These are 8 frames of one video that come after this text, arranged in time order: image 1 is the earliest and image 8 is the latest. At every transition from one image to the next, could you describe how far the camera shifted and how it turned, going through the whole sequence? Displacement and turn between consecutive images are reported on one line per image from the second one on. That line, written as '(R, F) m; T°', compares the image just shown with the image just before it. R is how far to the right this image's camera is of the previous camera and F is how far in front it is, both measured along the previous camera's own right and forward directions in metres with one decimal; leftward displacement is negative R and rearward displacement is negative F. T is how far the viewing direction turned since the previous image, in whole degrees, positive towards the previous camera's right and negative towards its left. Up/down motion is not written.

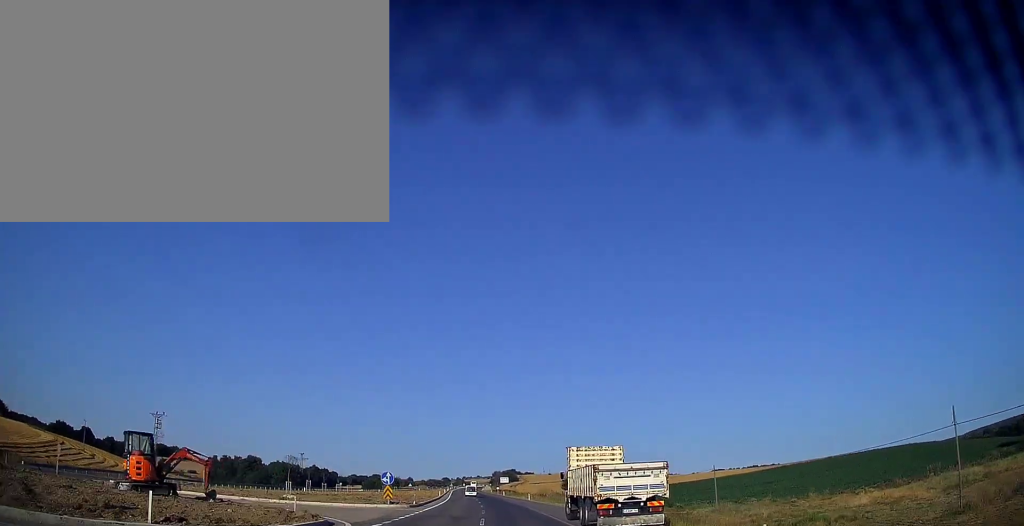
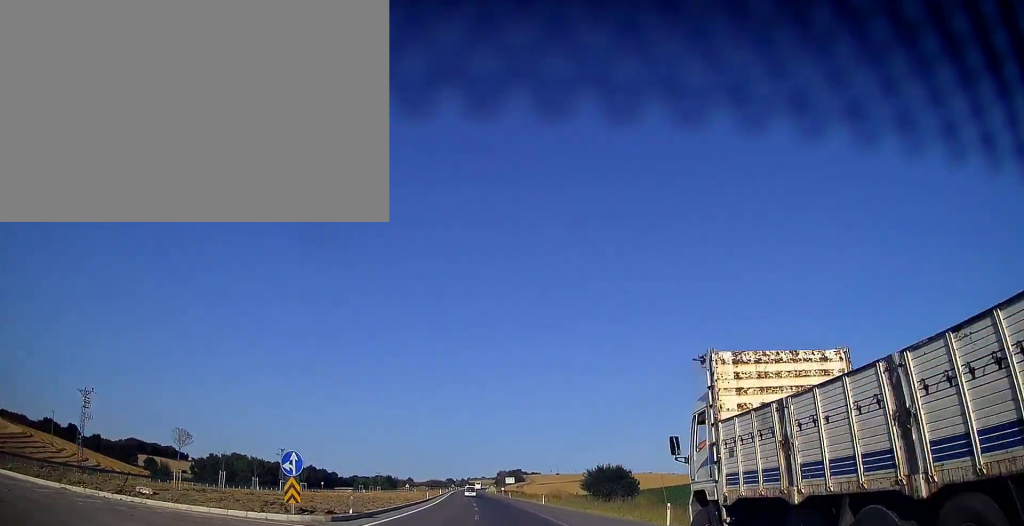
(-0.2, +18.5) m; -1°
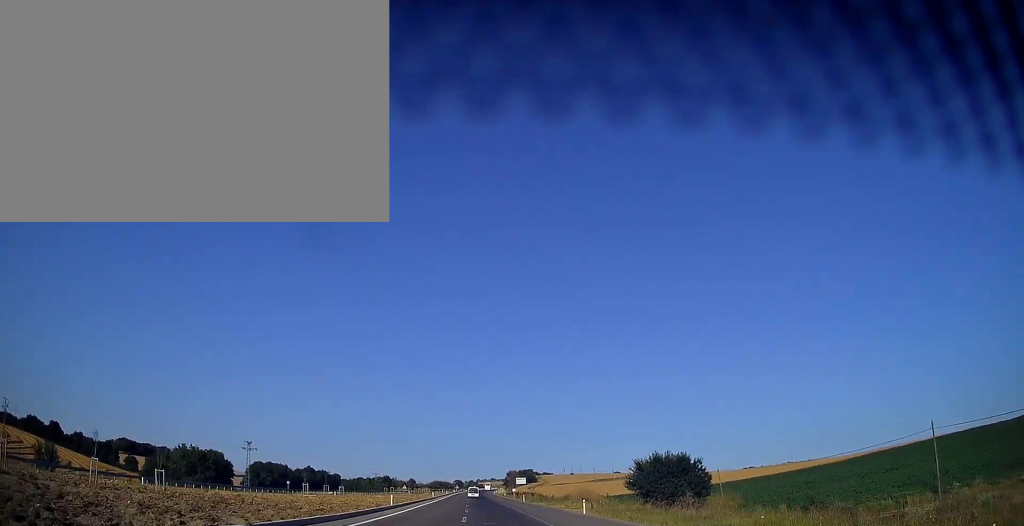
(-0.1, +27.3) m; -1°
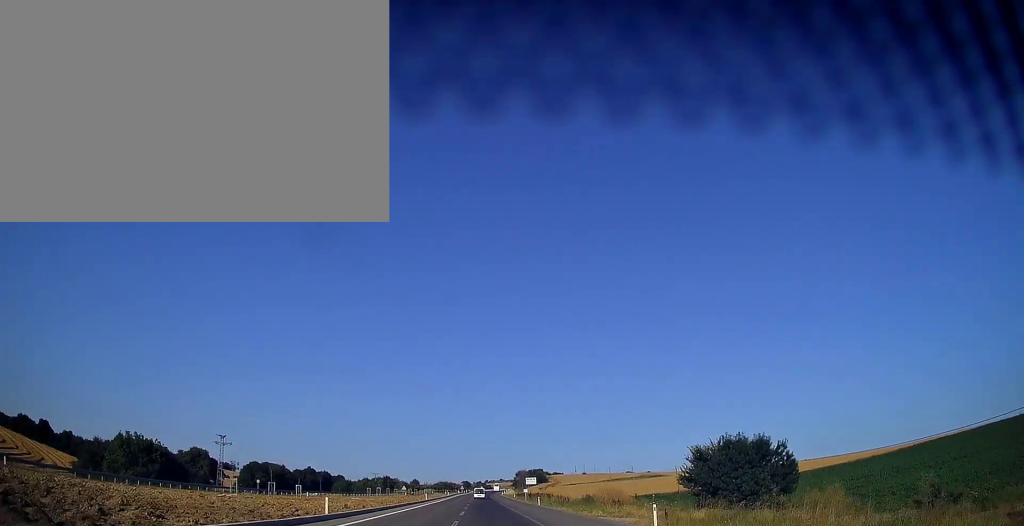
(-0.1, +15.6) m; -1°
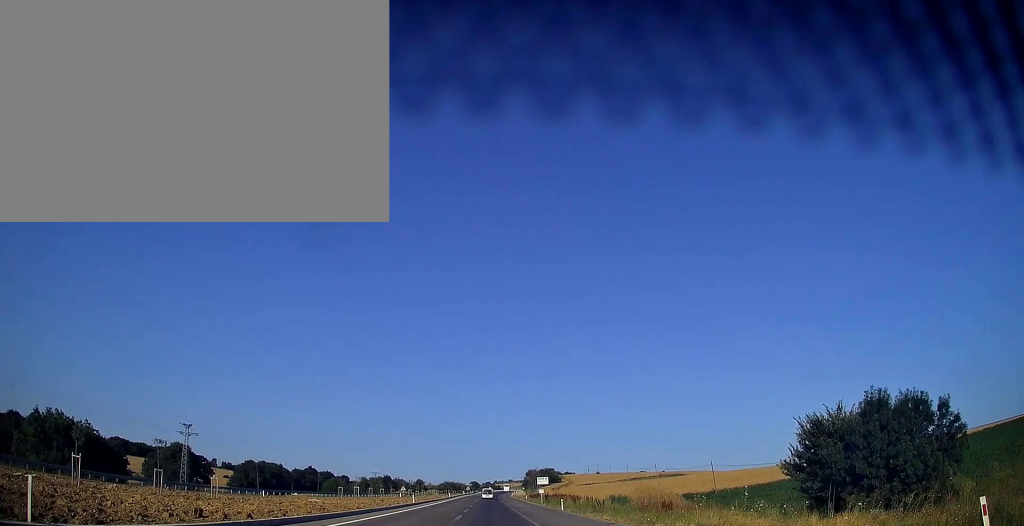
(-0.2, +17.6) m; -1°
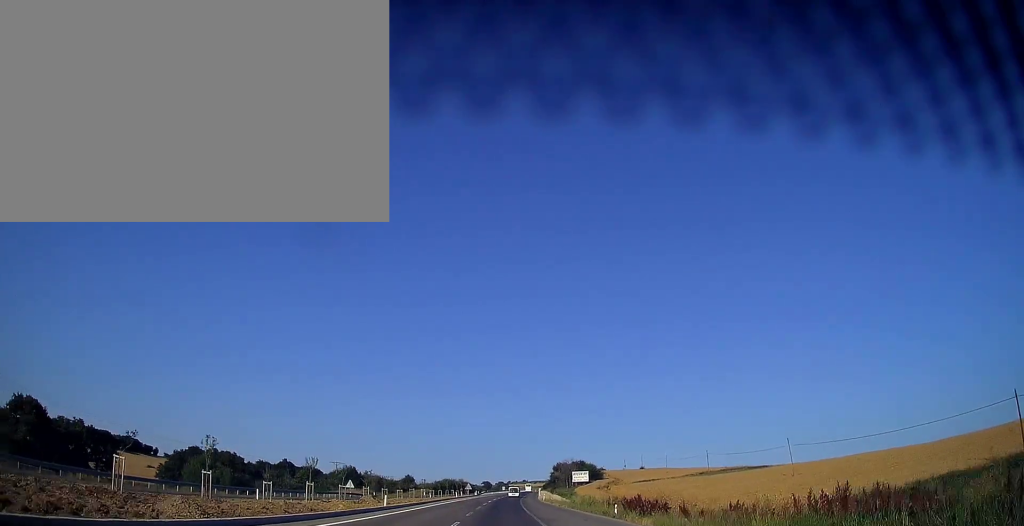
(-1.3, +68.4) m; -1°
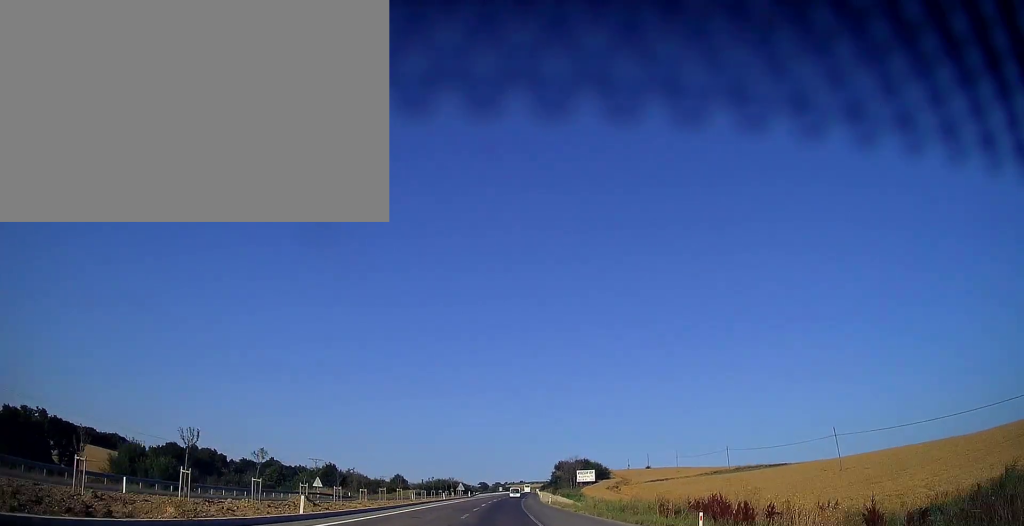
(0.0, +14.7) m; 0°
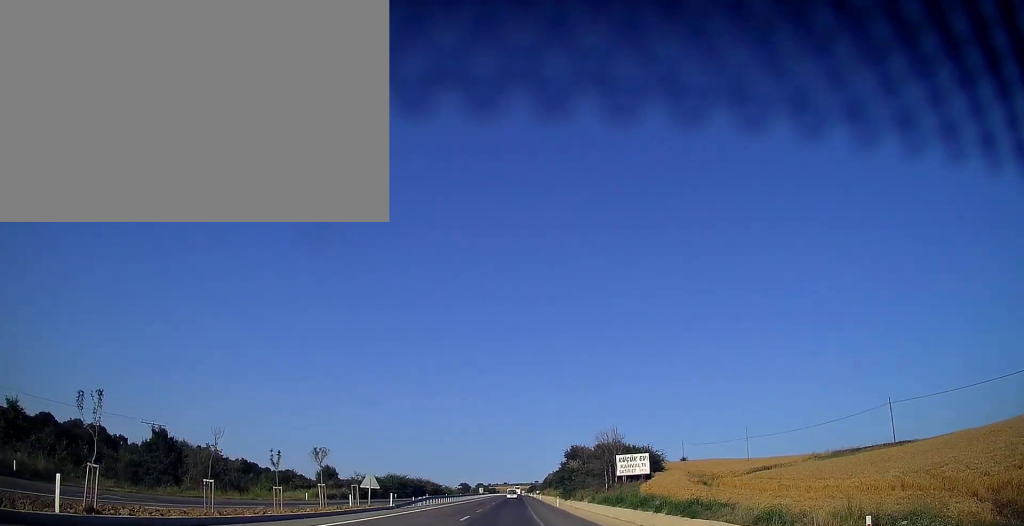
(+0.9, +60.6) m; +1°
